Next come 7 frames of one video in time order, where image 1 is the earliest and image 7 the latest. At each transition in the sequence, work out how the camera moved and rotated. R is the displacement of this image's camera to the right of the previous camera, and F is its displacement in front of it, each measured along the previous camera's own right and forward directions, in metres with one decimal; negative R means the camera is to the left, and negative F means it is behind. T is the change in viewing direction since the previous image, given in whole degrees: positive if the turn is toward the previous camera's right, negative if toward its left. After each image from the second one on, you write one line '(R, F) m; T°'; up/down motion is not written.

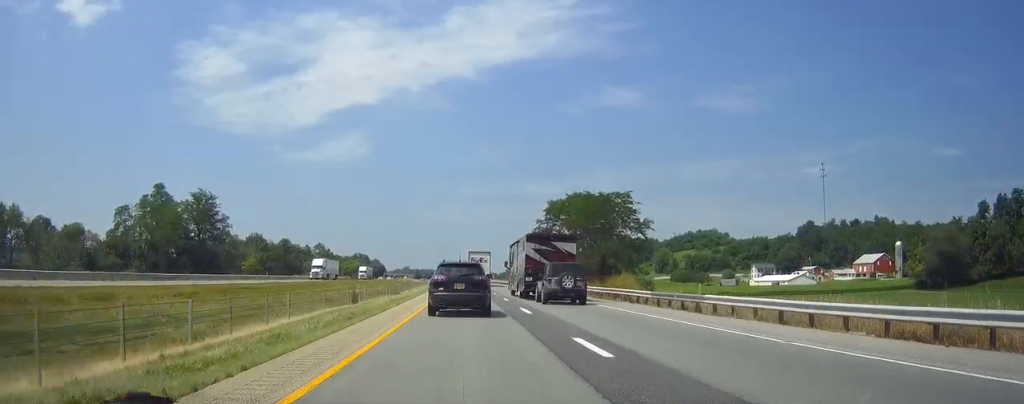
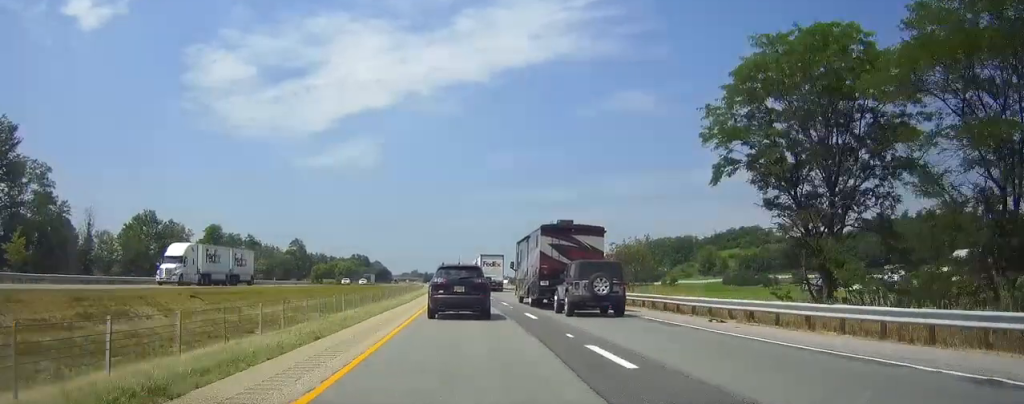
(-0.6, +73.8) m; -1°
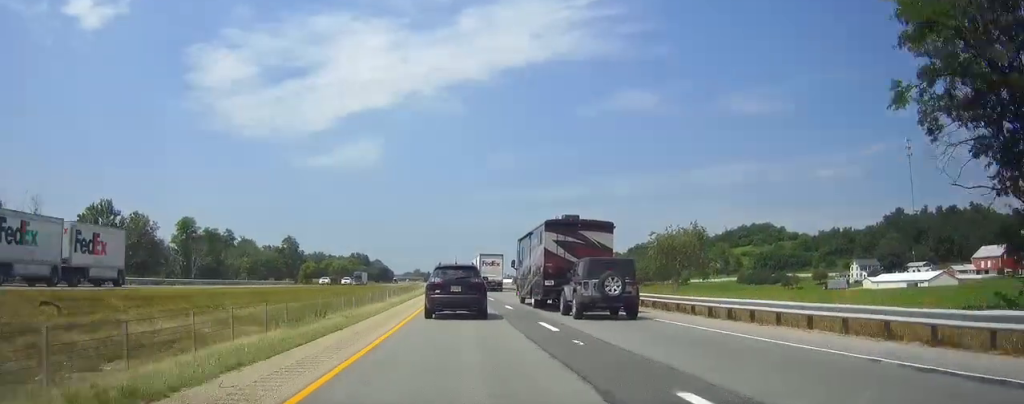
(-0.1, +17.2) m; 0°
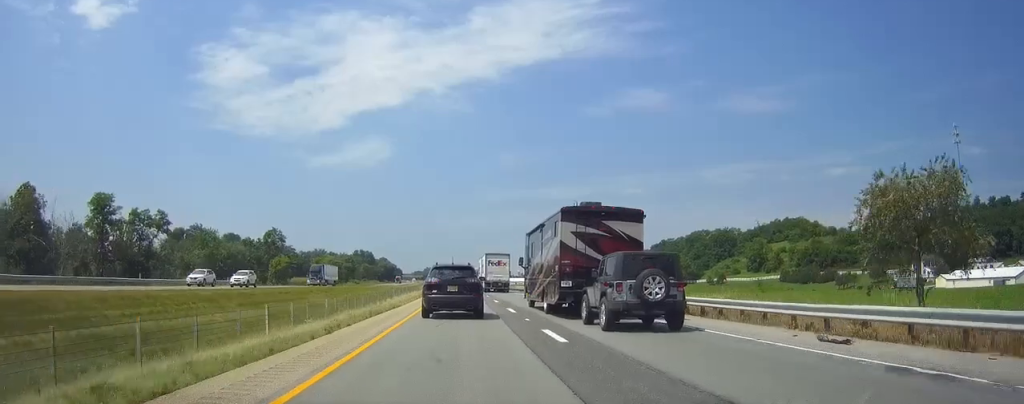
(-0.2, +38.7) m; -1°
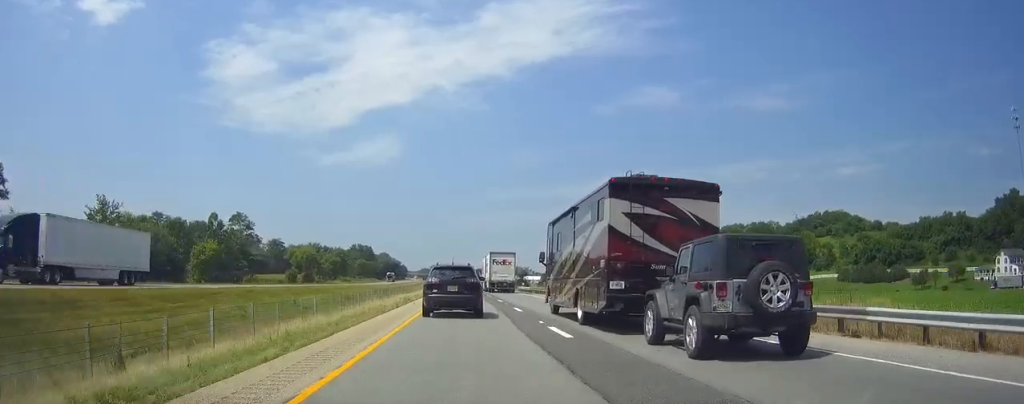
(-0.5, +47.2) m; -1°
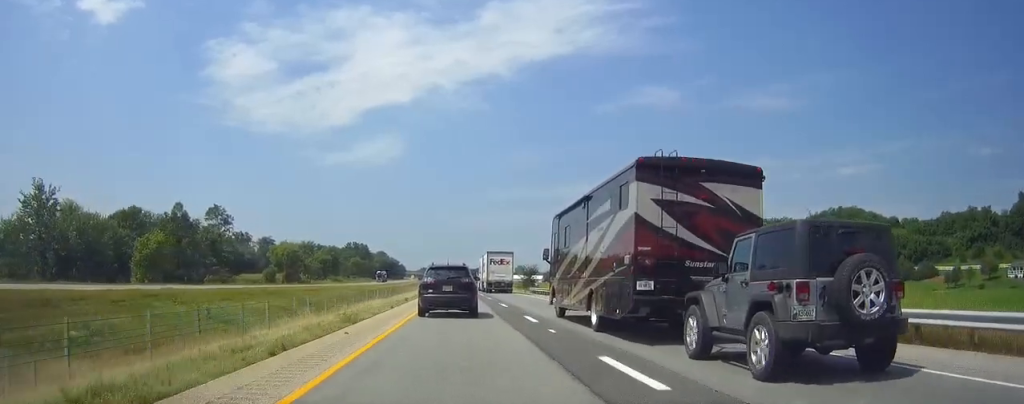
(0.0, +18.7) m; 0°
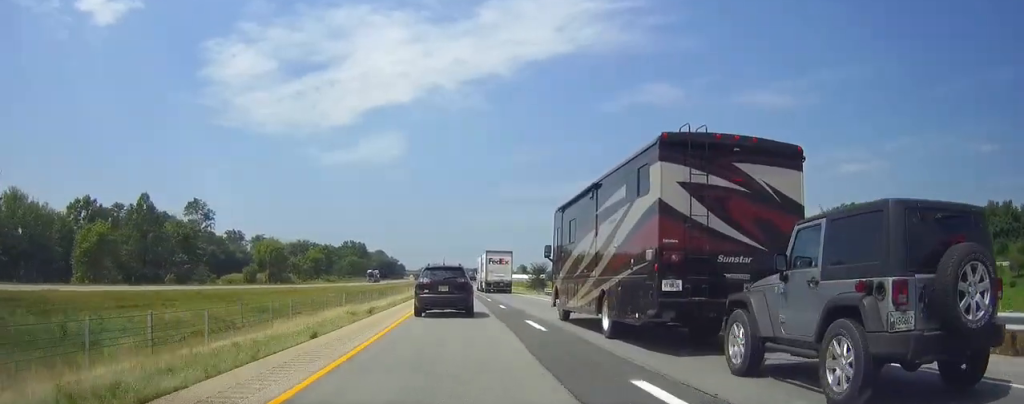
(0.0, +14.6) m; 0°
